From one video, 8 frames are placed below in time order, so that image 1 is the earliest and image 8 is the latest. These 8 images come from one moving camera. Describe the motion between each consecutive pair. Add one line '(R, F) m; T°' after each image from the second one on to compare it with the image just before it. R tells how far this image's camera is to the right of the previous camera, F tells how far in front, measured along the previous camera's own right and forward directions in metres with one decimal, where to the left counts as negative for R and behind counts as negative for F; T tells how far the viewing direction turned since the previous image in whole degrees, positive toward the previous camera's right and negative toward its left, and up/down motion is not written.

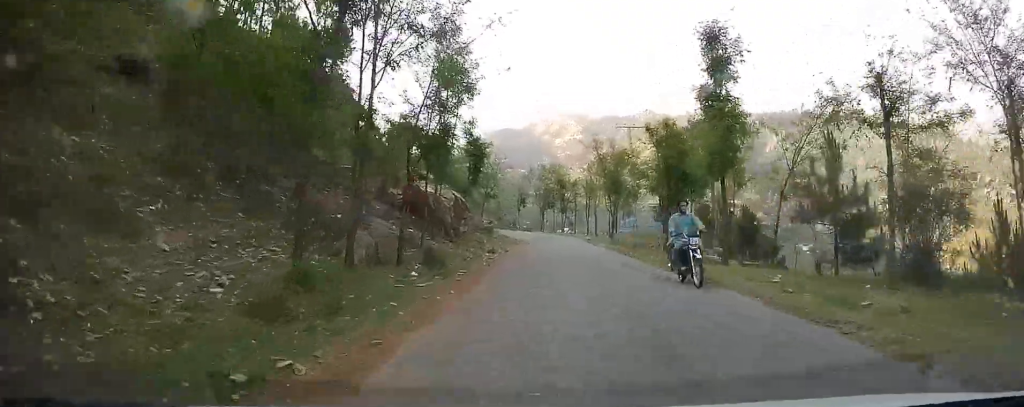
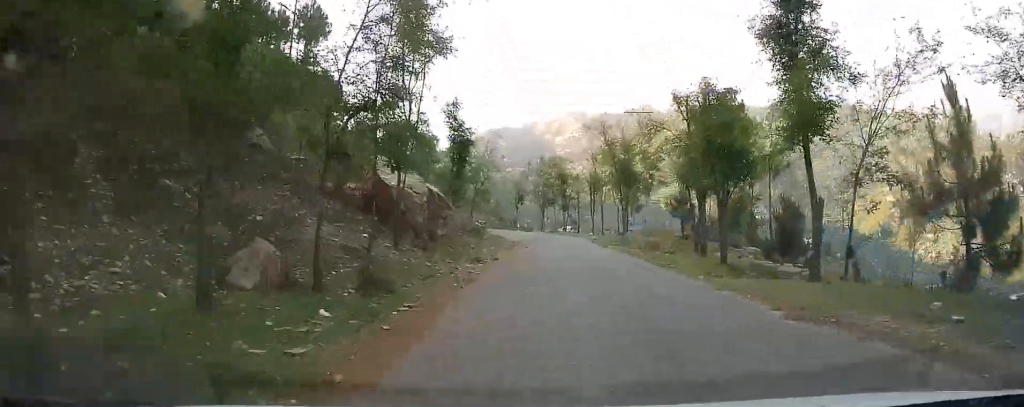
(-0.4, +5.1) m; -3°
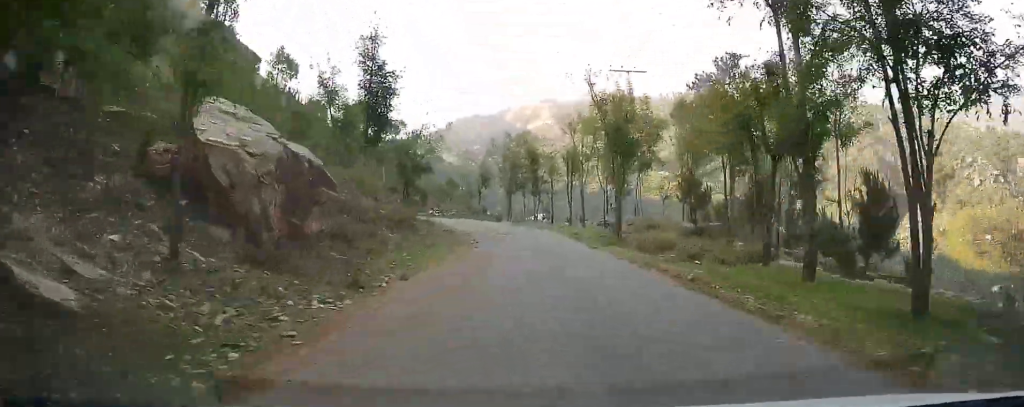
(-0.3, +8.4) m; -1°
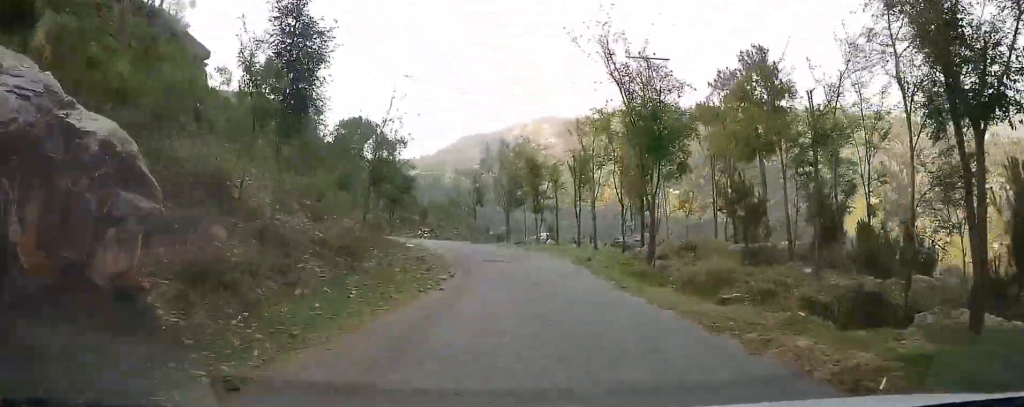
(-0.1, +6.2) m; +1°
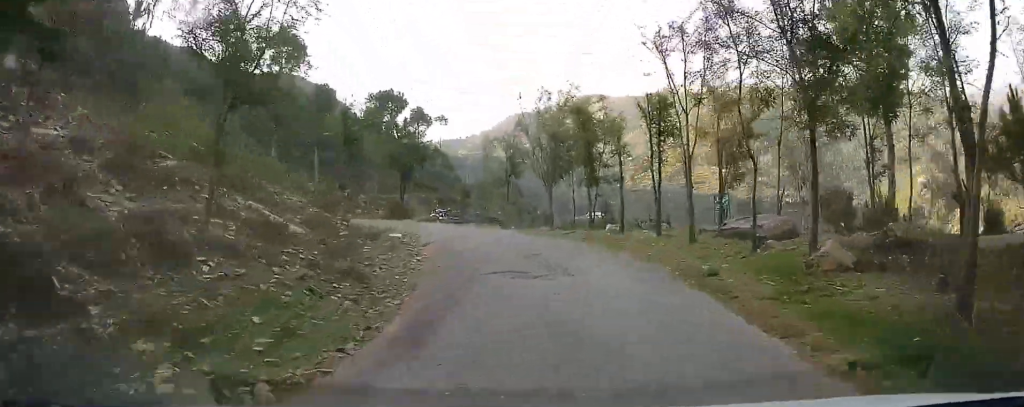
(+0.3, +11.3) m; -1°
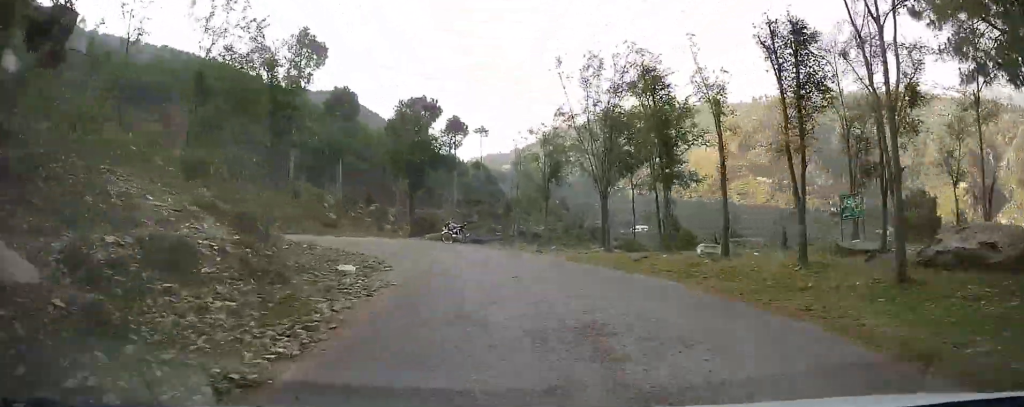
(-0.4, +9.0) m; -3°
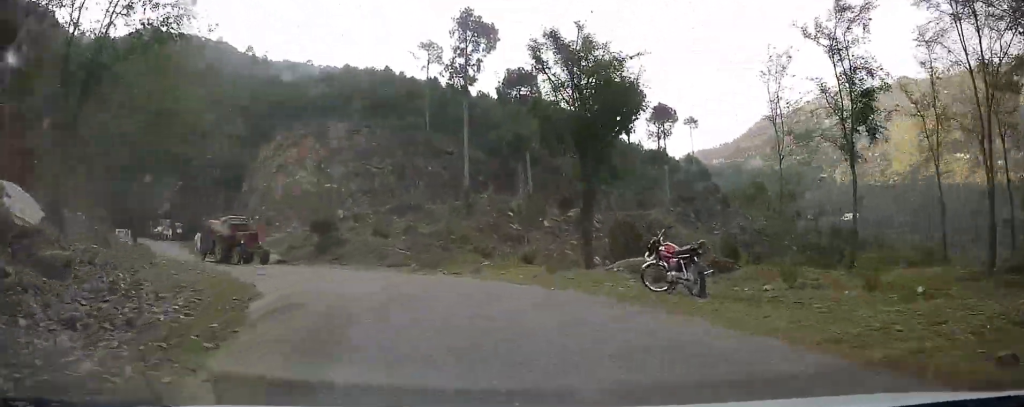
(-0.5, +14.9) m; -14°
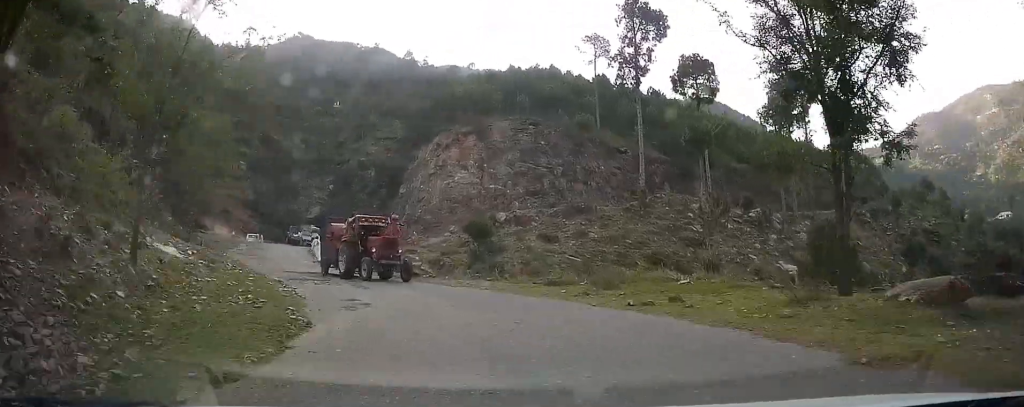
(-1.0, +5.4) m; -12°
